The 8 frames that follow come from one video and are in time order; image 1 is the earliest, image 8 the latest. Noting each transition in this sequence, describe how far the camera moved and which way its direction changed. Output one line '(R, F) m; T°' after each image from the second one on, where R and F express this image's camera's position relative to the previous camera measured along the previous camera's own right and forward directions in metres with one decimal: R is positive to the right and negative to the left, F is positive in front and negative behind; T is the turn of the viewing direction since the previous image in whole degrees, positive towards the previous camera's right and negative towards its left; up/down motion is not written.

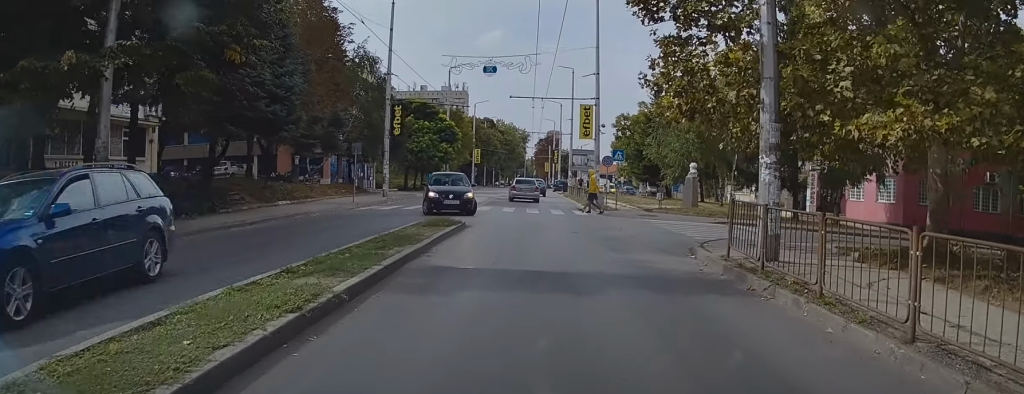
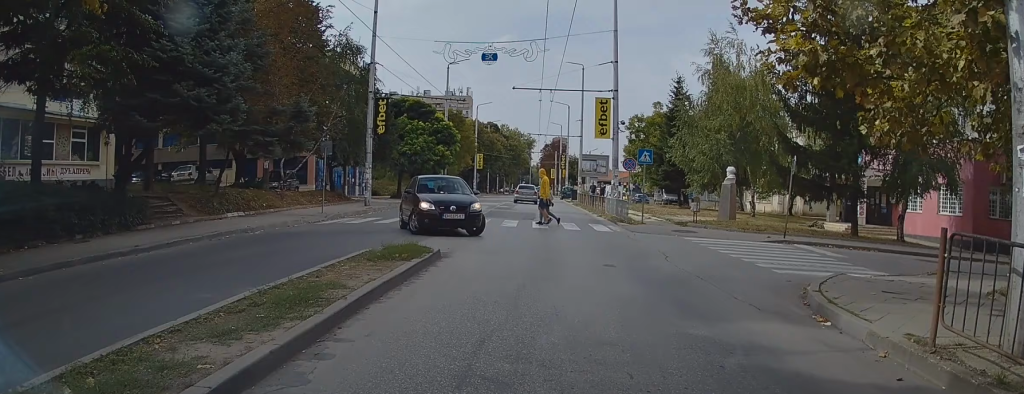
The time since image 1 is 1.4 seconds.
(+0.1, +7.4) m; -3°
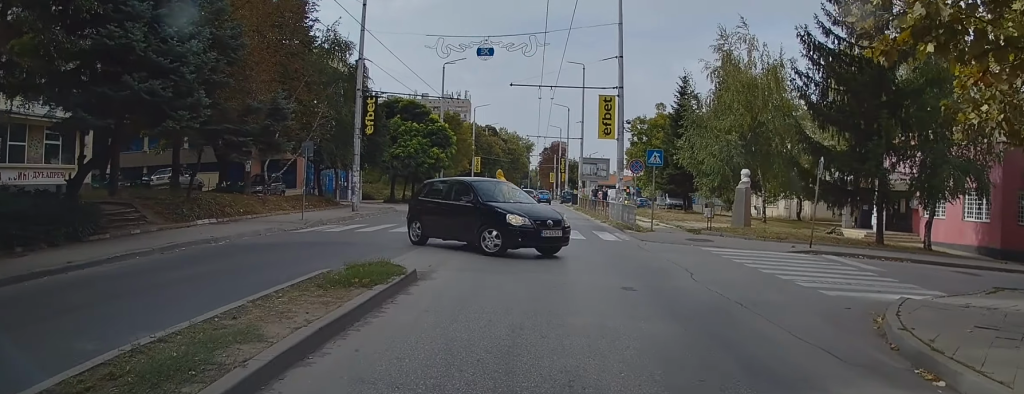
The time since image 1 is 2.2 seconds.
(-0.1, +2.5) m; -1°
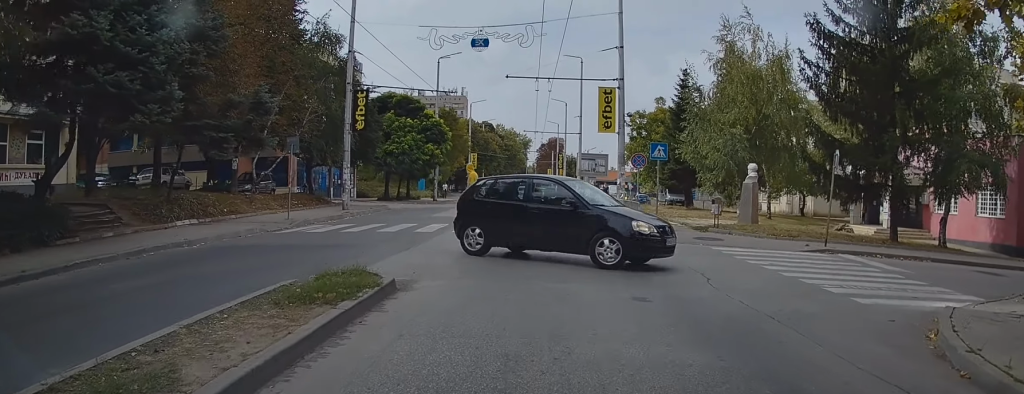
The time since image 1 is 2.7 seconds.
(0.0, +1.3) m; 0°
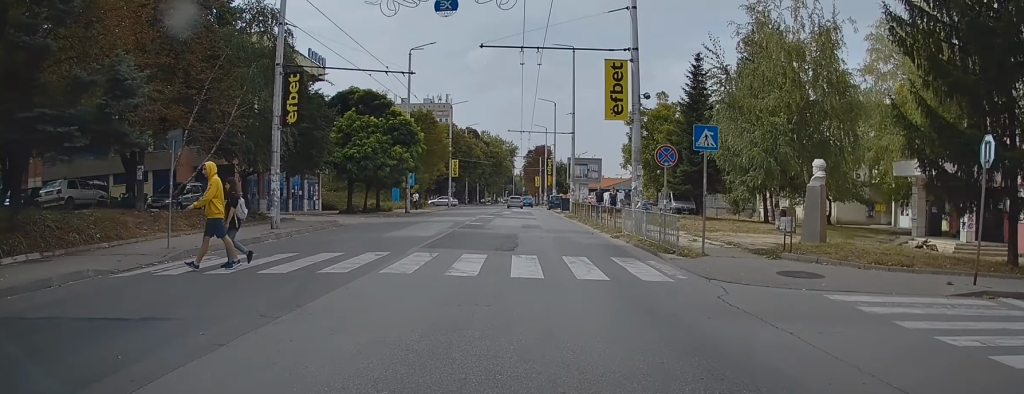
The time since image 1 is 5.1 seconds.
(+0.8, +6.2) m; +7°
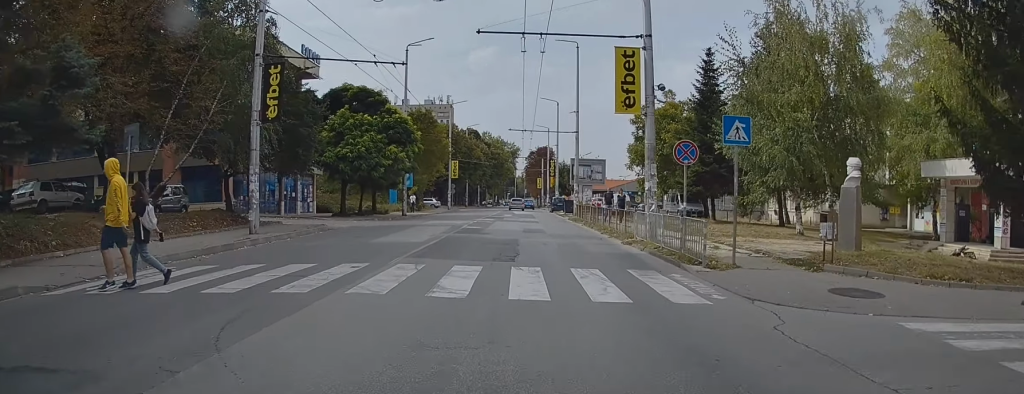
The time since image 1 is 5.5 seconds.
(-0.2, +1.5) m; -1°
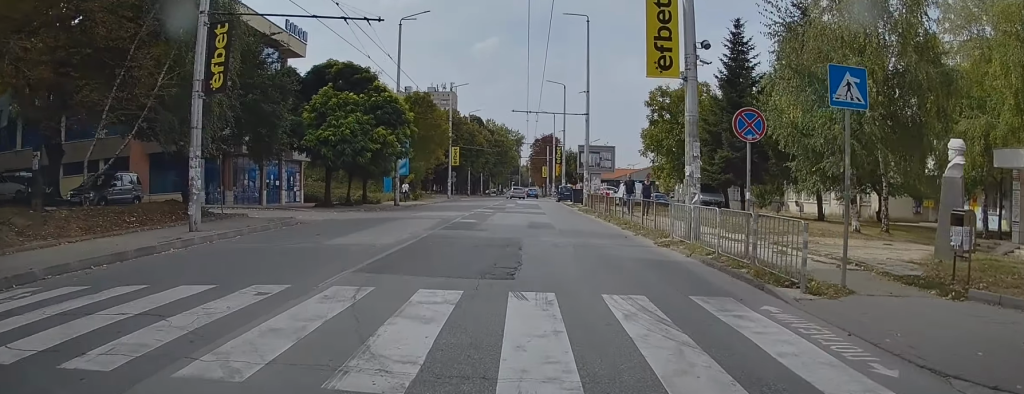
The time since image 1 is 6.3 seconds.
(+0.1, +3.6) m; +2°
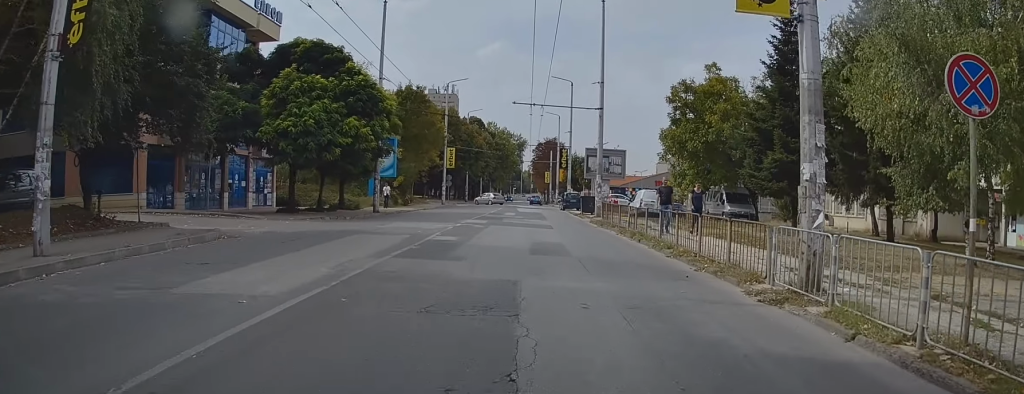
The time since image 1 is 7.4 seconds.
(+0.2, +6.1) m; +1°
